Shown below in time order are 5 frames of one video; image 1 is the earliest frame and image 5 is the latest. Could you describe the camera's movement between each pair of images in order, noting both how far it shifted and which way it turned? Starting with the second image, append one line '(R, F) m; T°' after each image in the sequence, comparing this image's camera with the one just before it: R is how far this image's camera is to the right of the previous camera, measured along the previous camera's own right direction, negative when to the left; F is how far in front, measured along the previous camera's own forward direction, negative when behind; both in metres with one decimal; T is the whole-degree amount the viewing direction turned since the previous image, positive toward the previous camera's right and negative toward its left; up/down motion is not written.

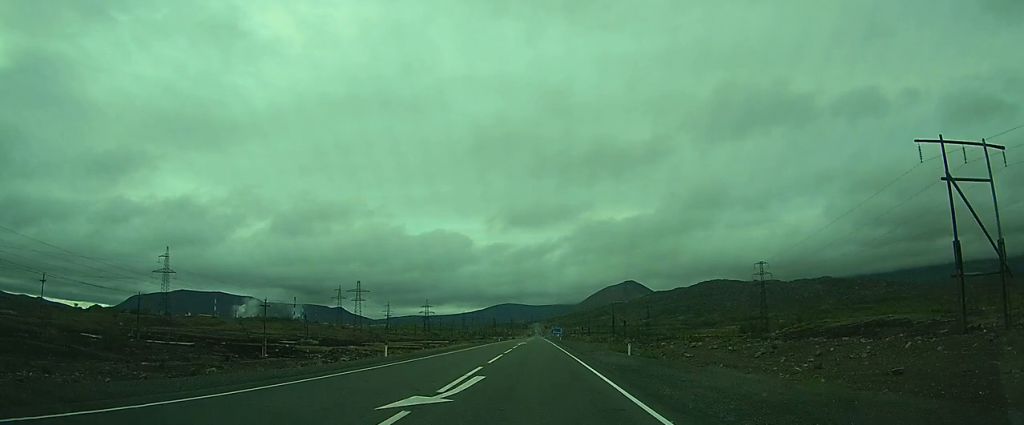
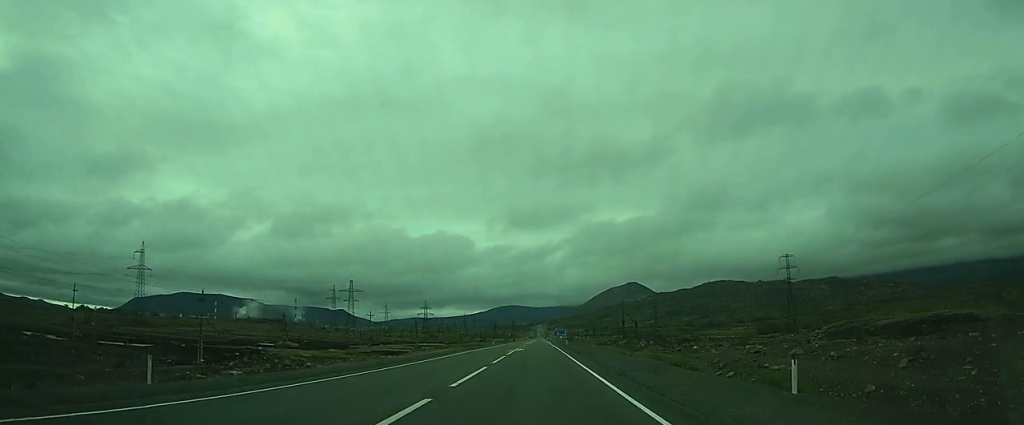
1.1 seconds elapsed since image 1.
(+0.1, +21.9) m; 0°
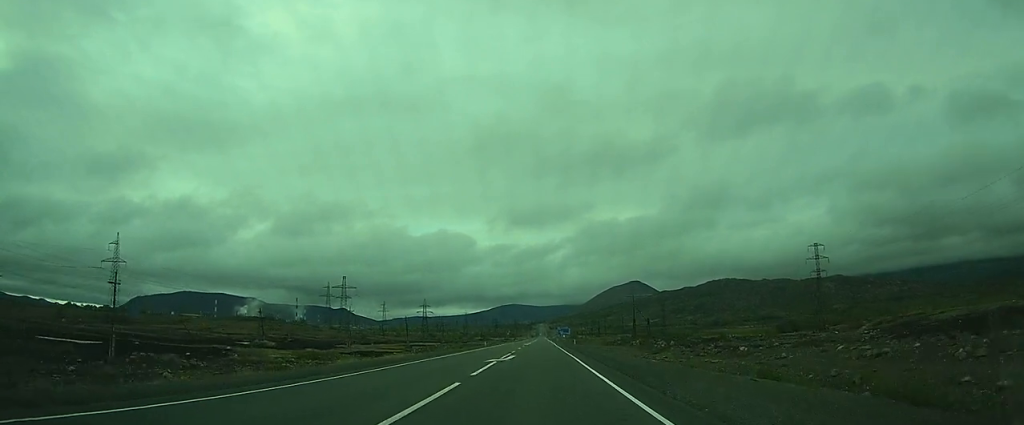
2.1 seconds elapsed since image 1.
(0.0, +20.3) m; 0°
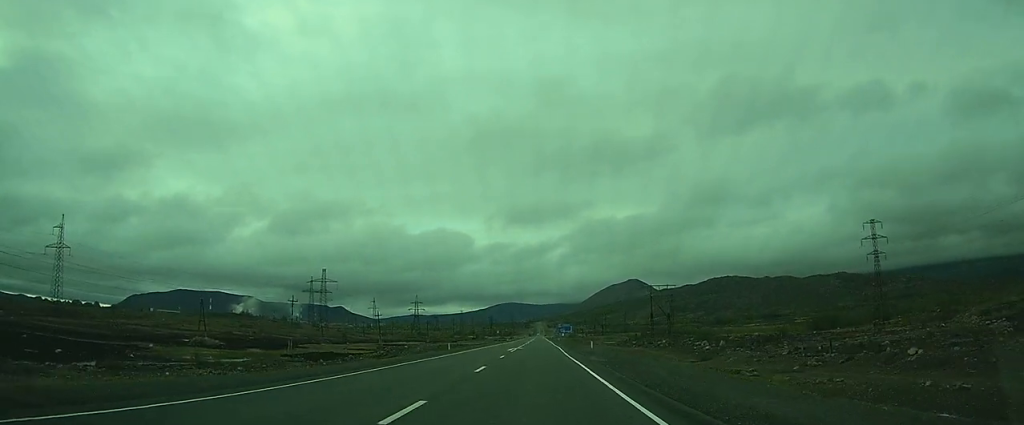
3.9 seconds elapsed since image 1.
(-0.2, +34.2) m; -1°
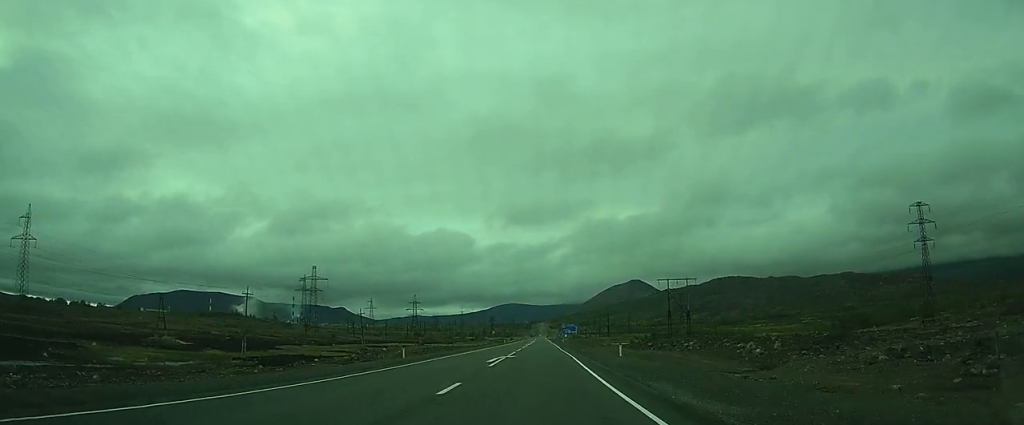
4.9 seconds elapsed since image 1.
(0.0, +19.7) m; 0°
